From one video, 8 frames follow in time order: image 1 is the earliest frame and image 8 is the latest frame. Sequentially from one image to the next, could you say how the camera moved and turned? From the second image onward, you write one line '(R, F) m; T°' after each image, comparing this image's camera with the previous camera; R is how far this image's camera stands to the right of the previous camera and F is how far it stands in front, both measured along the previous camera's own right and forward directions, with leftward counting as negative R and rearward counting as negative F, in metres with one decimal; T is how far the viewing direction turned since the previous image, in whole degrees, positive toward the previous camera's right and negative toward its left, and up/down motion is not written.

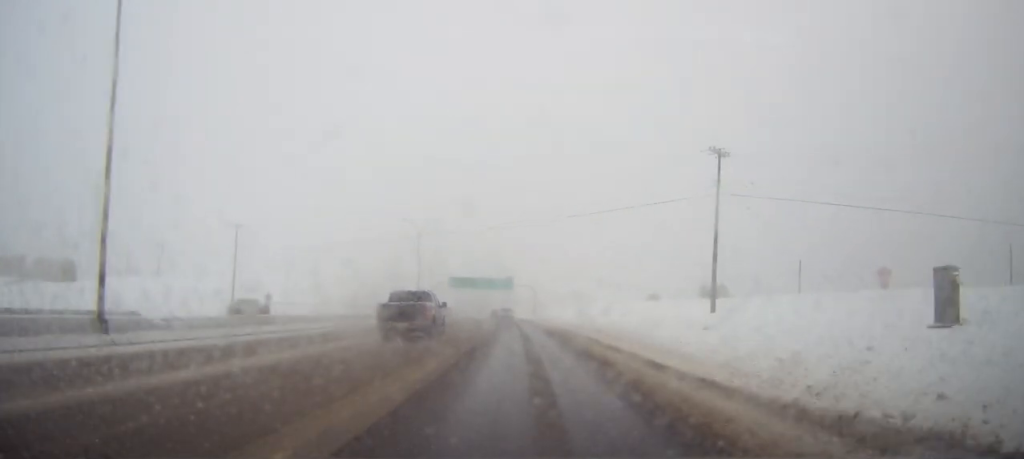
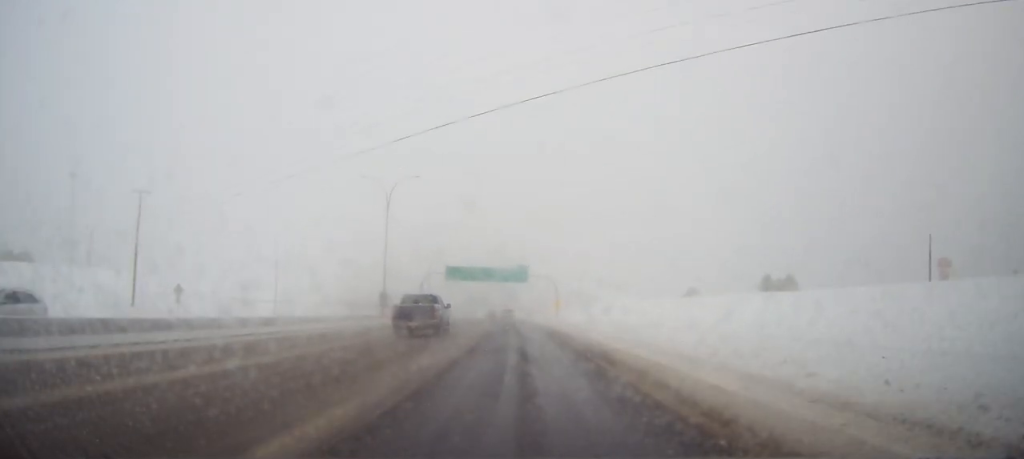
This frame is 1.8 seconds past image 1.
(-0.3, +34.0) m; -2°
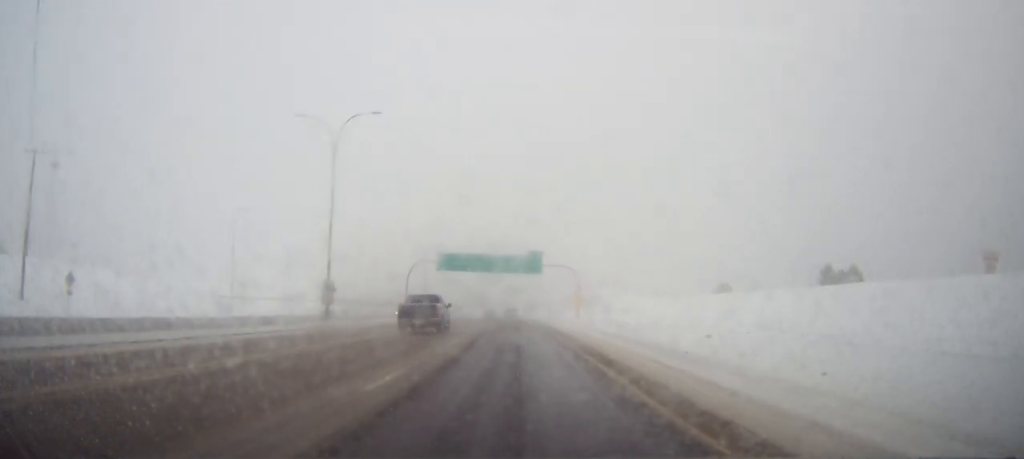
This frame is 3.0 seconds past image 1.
(-0.1, +23.0) m; 0°
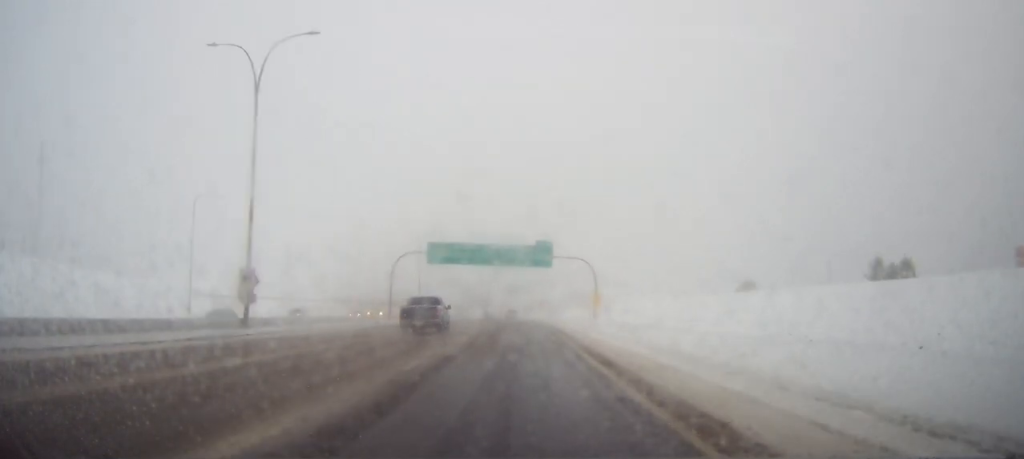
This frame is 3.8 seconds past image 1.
(+0.1, +14.9) m; 0°
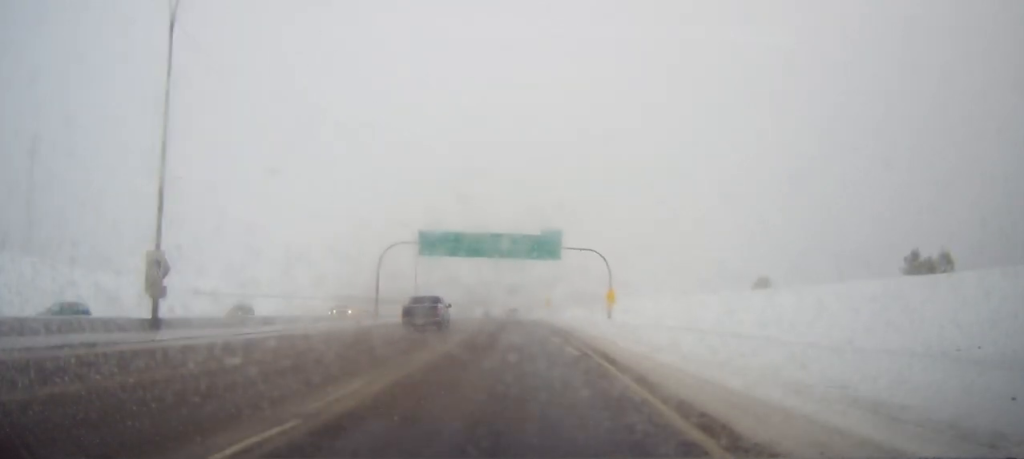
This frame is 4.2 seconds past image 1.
(-0.1, +9.1) m; -1°
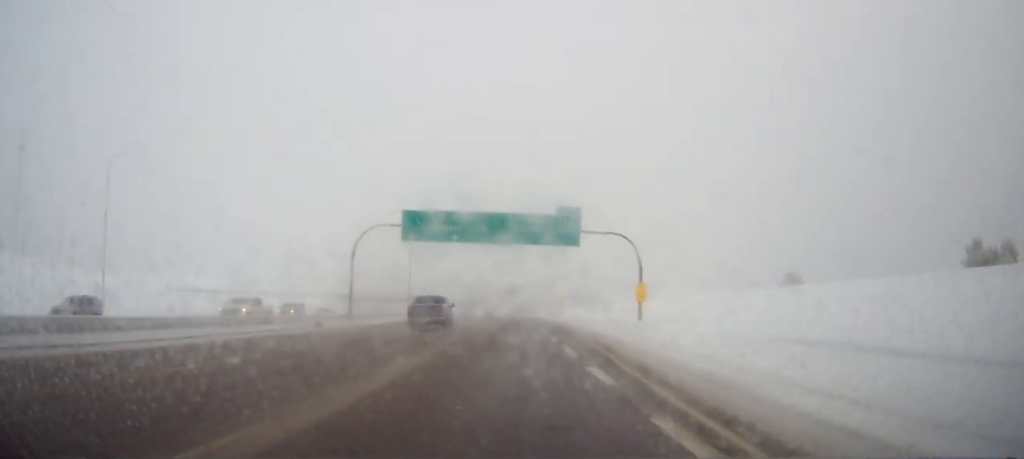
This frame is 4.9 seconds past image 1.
(-0.1, +13.1) m; -1°
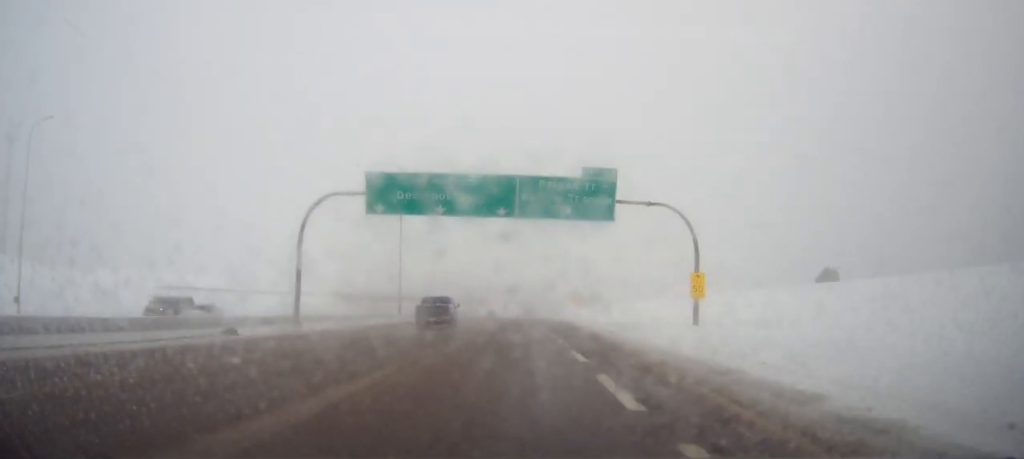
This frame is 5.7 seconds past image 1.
(-0.1, +15.1) m; -1°
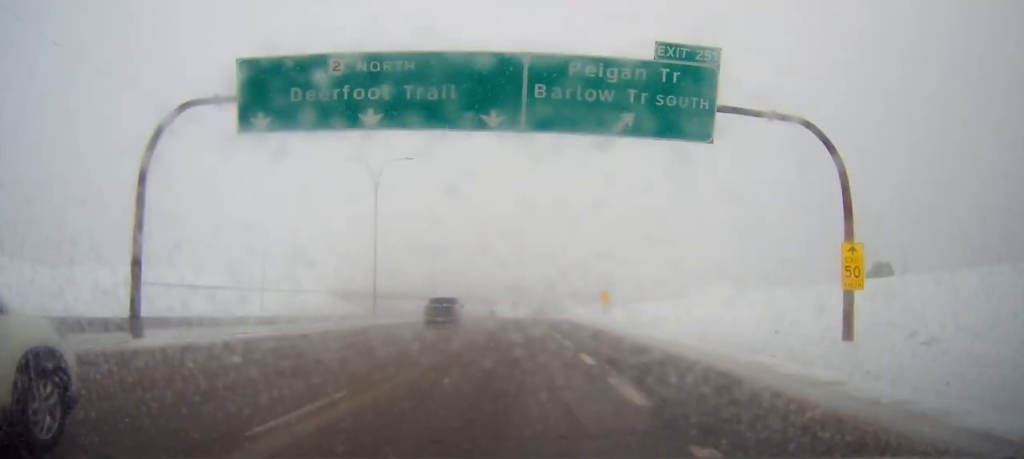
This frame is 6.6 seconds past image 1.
(-0.3, +18.5) m; -1°
